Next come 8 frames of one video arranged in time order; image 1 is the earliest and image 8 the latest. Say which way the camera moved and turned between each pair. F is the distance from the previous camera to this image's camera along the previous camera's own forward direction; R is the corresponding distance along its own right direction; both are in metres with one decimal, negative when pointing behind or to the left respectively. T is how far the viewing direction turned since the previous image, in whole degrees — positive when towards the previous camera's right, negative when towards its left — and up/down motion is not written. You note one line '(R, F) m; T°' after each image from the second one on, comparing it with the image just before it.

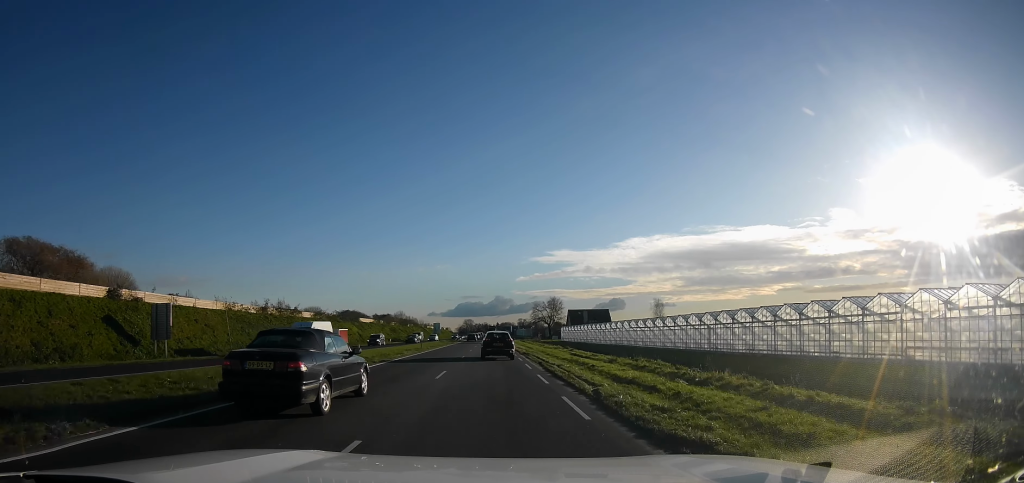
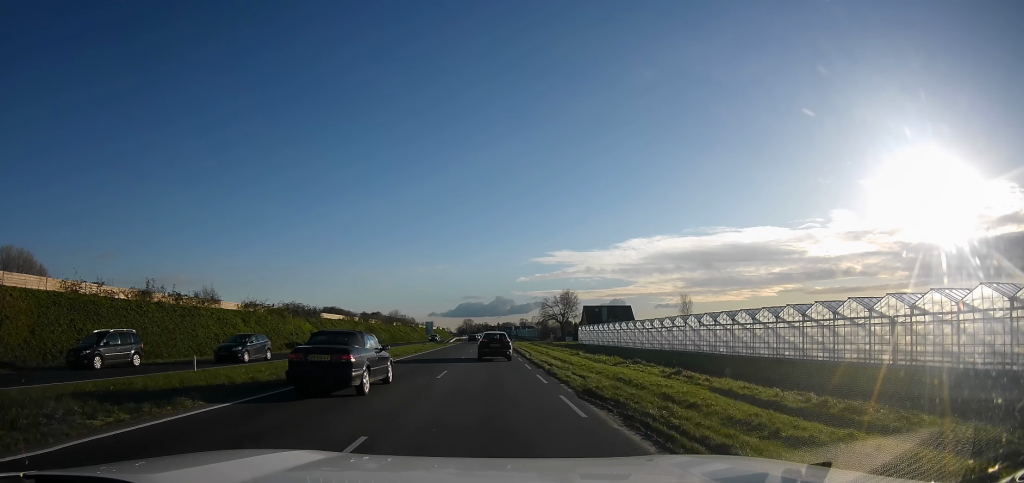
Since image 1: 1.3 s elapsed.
(-0.6, +23.7) m; 0°
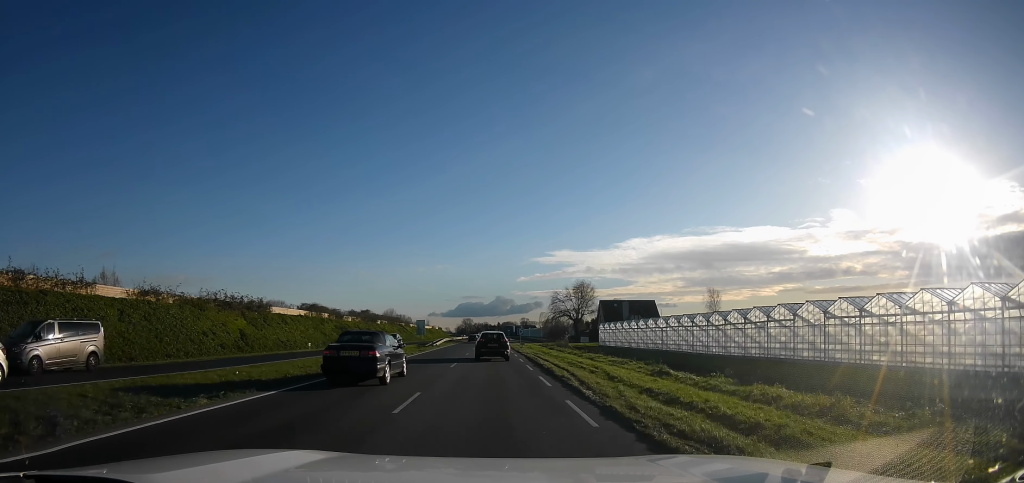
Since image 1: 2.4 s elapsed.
(+0.4, +19.0) m; +3°
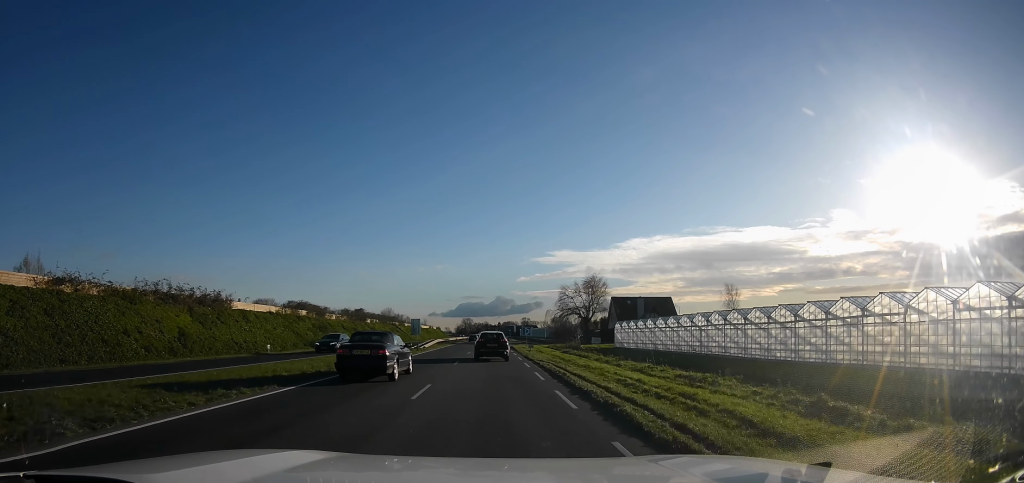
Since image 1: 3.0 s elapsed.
(+0.1, +10.1) m; +1°
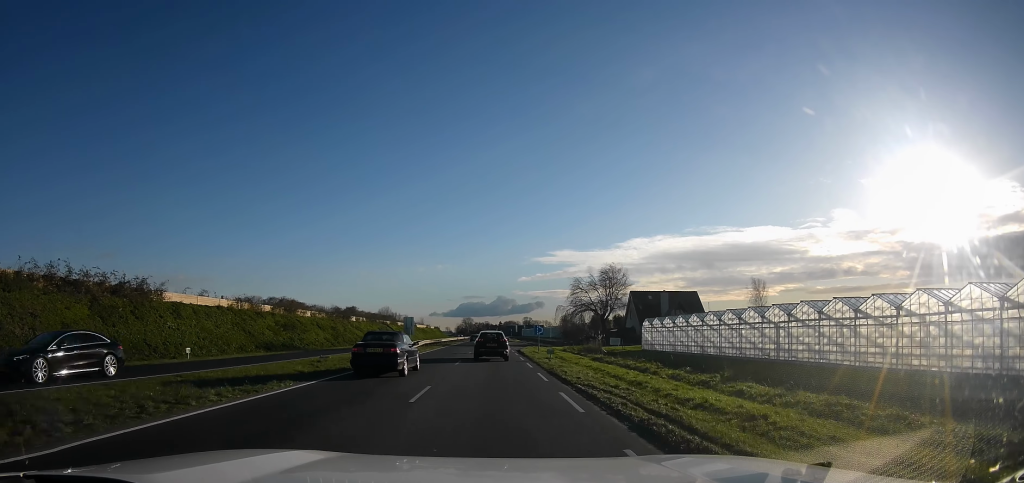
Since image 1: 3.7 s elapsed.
(+0.3, +12.4) m; -1°
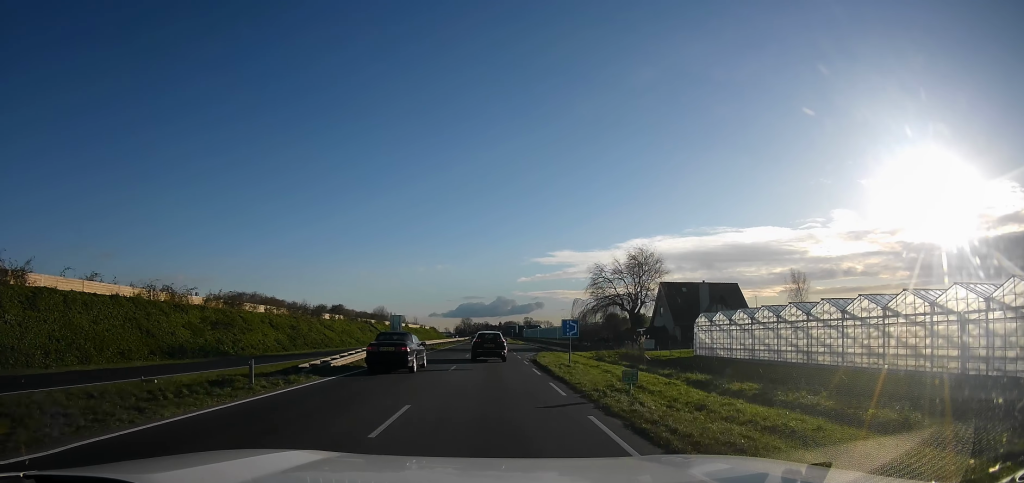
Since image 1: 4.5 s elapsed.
(-0.5, +15.3) m; -2°
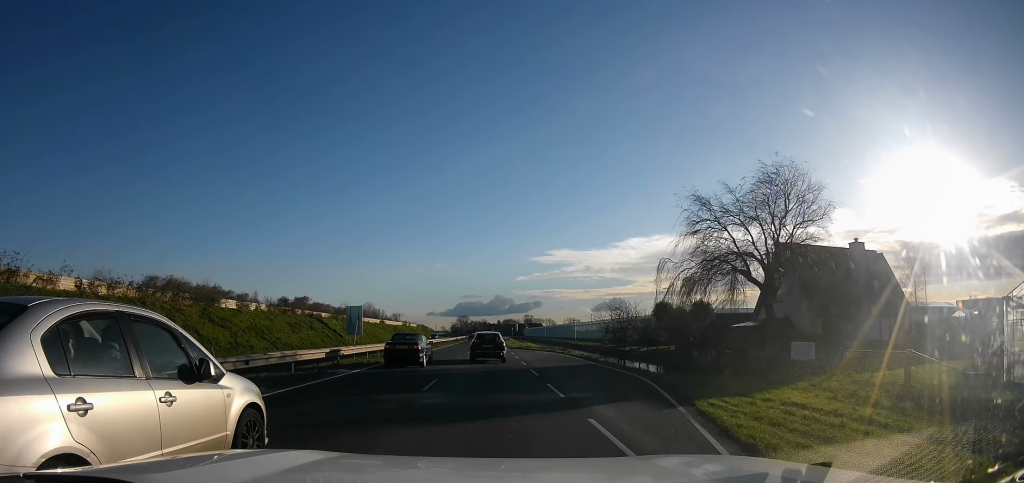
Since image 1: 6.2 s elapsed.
(0.0, +30.4) m; +1°
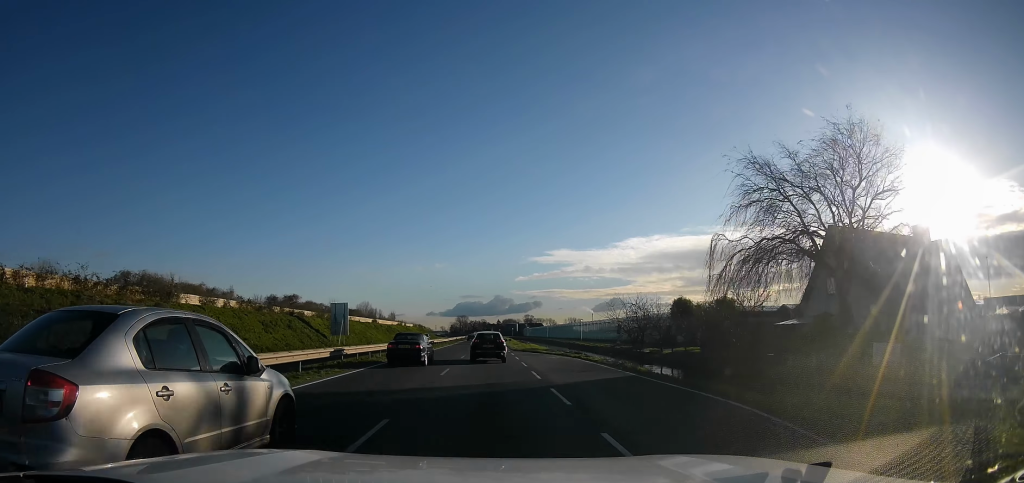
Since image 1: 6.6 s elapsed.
(+0.2, +7.3) m; 0°
